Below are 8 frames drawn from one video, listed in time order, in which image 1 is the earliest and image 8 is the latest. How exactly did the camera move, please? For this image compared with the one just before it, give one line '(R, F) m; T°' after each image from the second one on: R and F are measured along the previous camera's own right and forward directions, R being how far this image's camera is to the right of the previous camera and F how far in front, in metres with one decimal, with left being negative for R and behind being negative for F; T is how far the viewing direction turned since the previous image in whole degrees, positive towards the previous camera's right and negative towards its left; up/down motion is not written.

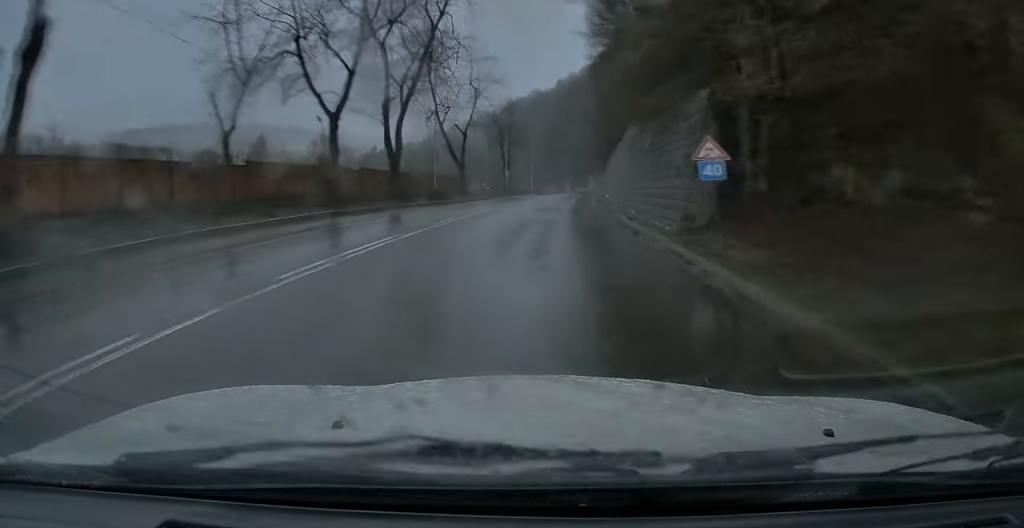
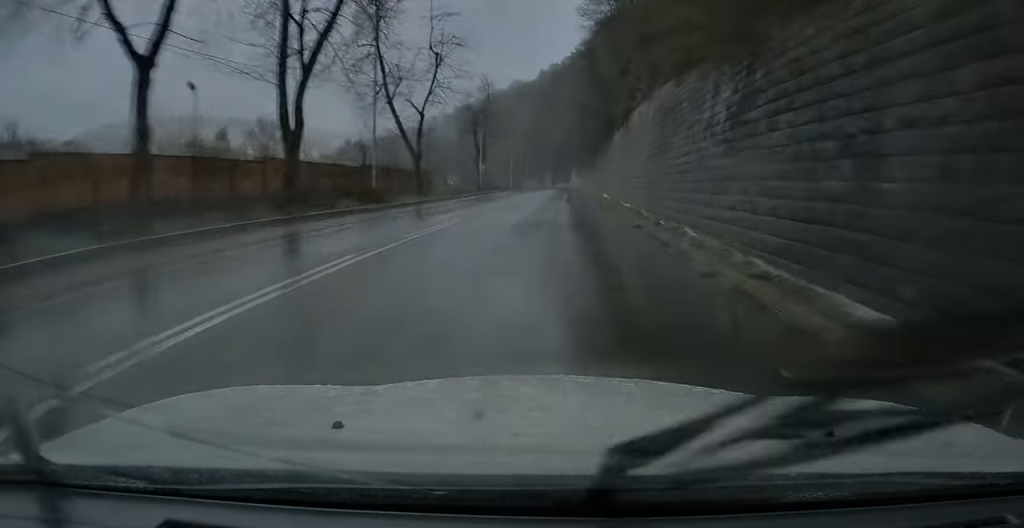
(+0.1, +12.8) m; +1°
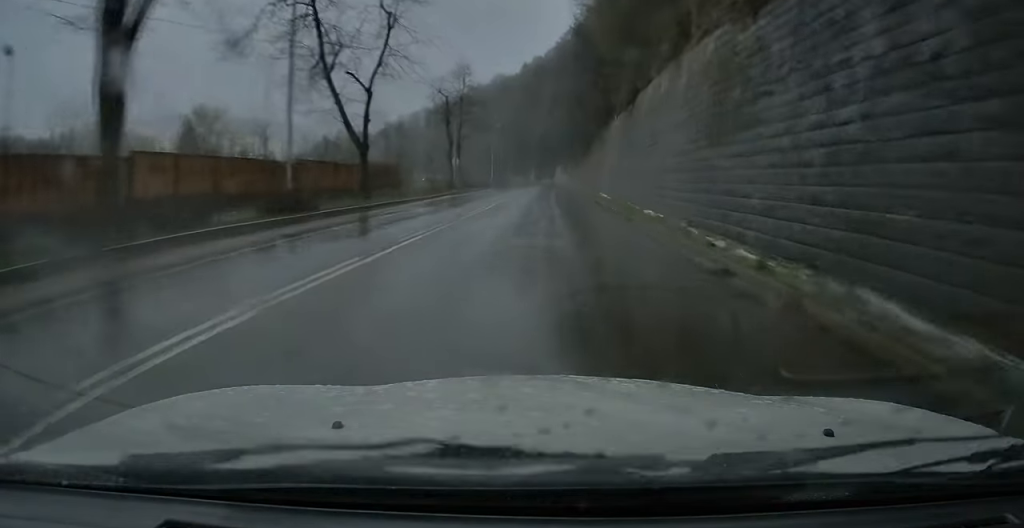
(+0.1, +9.4) m; +1°
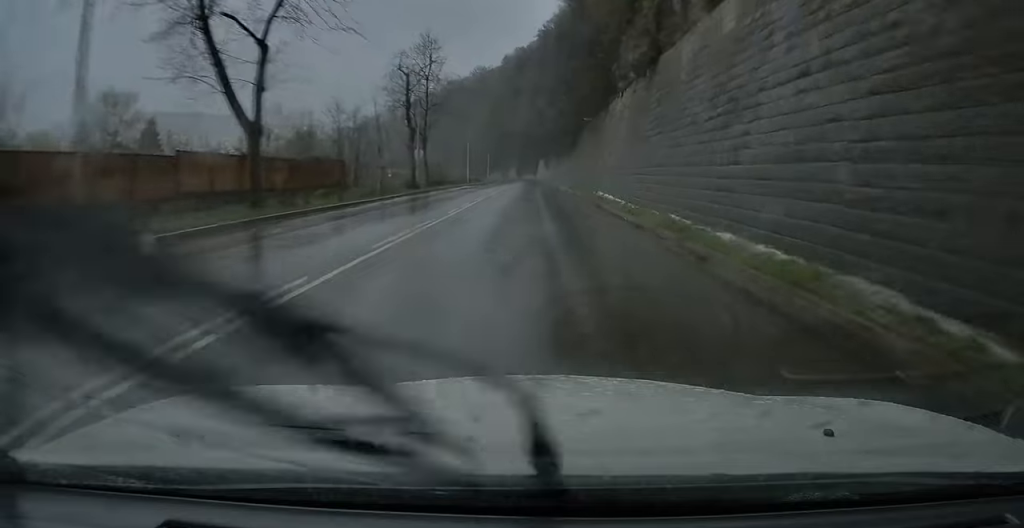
(+0.1, +10.5) m; +1°
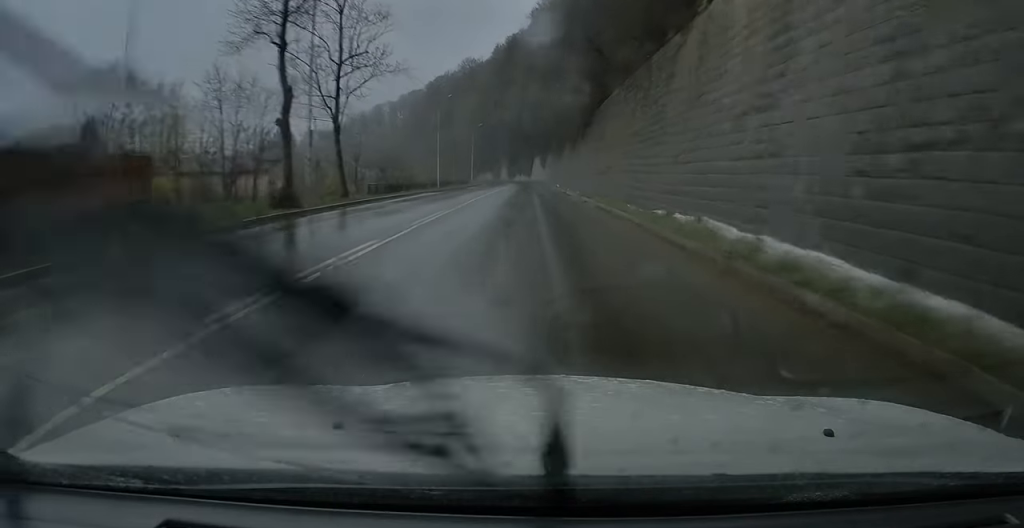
(+0.3, +22.6) m; 0°
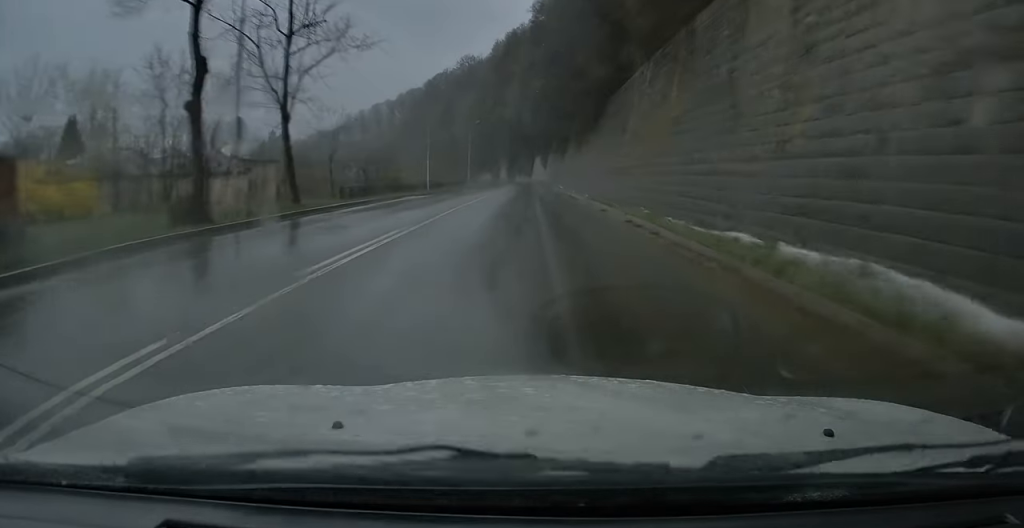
(-0.1, +6.6) m; 0°
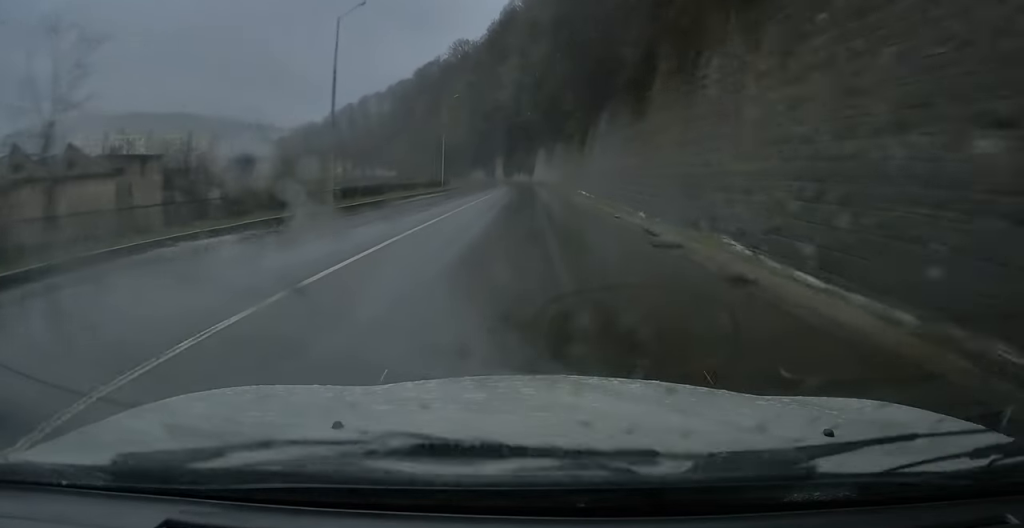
(+0.1, +27.5) m; 0°
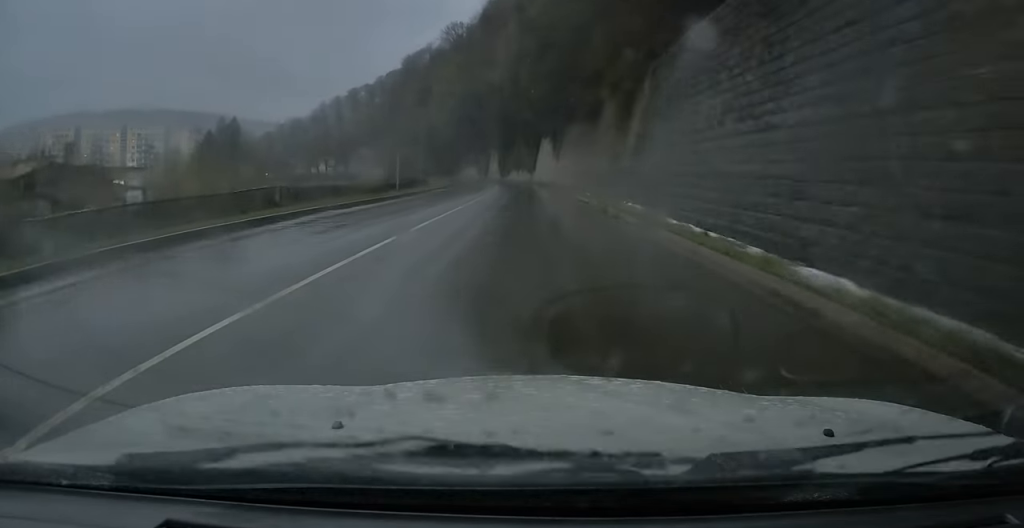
(-0.1, +21.9) m; -1°
